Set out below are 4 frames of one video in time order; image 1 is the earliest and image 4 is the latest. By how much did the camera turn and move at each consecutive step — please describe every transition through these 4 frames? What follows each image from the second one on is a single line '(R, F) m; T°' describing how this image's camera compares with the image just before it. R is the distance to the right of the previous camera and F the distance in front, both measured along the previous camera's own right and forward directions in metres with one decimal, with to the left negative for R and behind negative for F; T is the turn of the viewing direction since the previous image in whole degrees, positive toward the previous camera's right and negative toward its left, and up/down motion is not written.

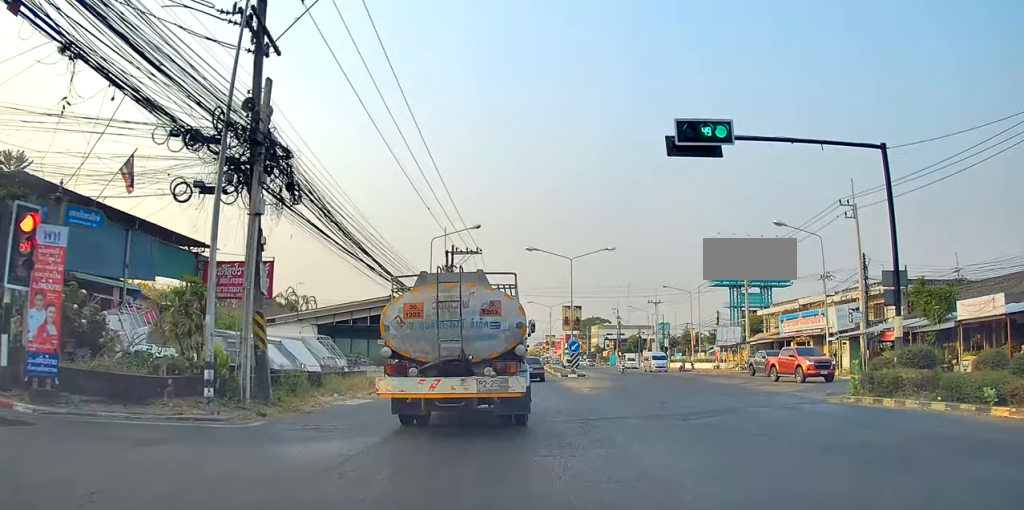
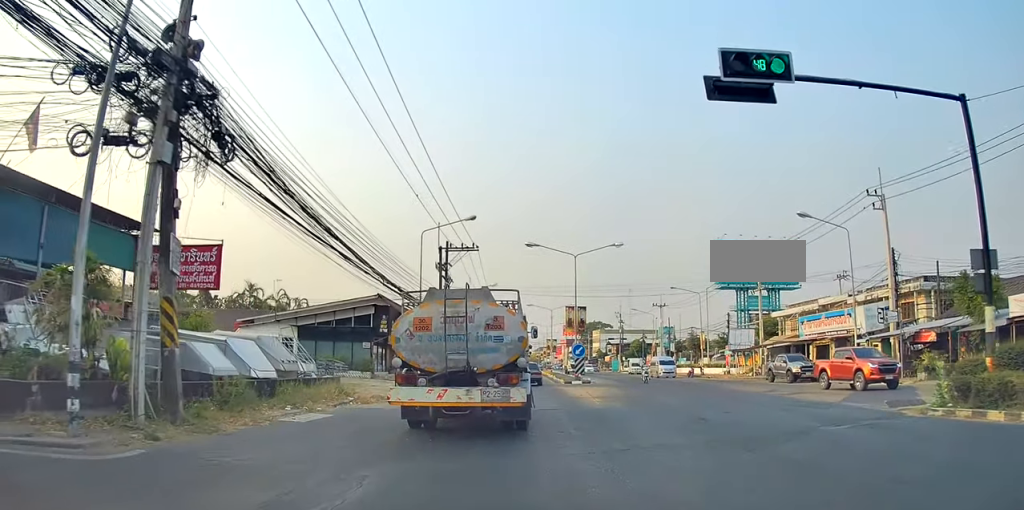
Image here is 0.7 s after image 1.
(0.0, +3.8) m; -3°
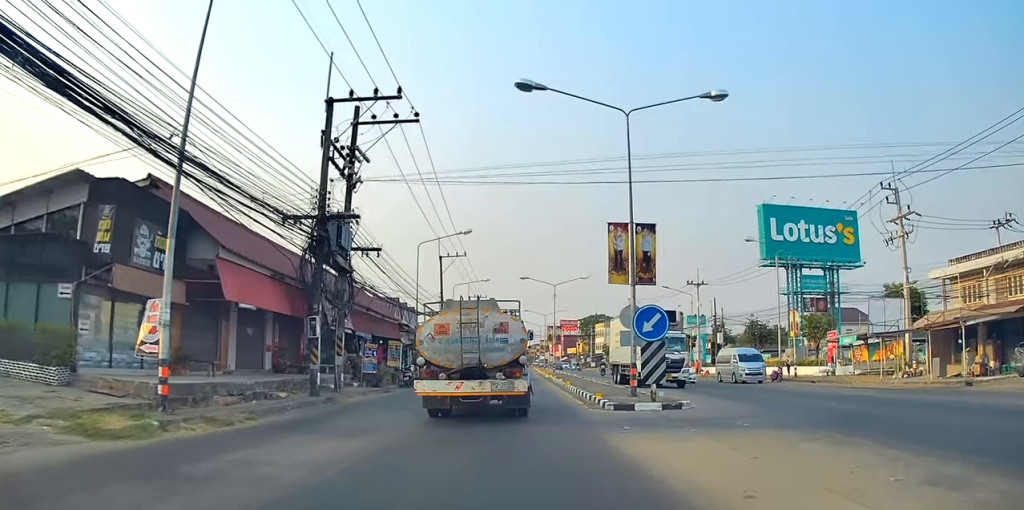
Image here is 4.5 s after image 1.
(-1.0, +26.4) m; -10°
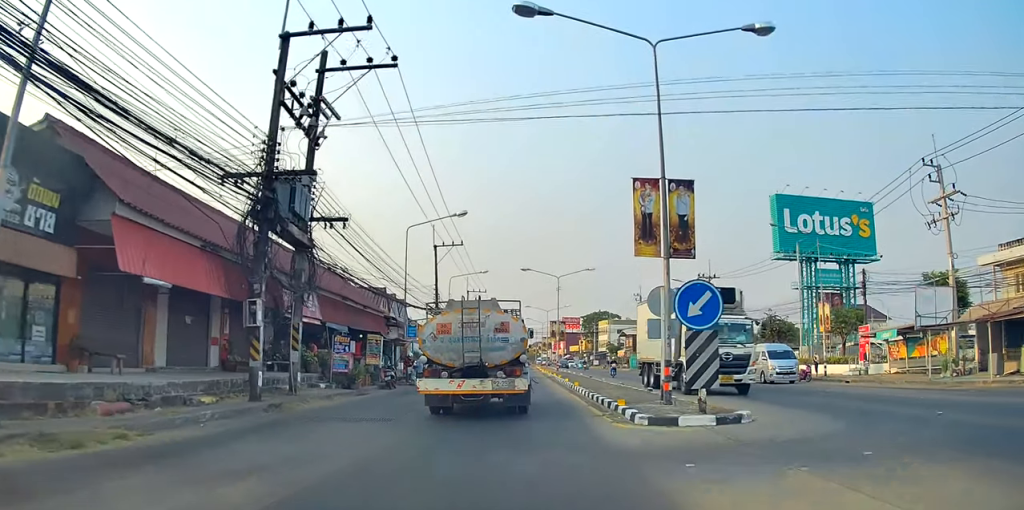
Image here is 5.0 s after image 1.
(-0.1, +4.4) m; -2°
